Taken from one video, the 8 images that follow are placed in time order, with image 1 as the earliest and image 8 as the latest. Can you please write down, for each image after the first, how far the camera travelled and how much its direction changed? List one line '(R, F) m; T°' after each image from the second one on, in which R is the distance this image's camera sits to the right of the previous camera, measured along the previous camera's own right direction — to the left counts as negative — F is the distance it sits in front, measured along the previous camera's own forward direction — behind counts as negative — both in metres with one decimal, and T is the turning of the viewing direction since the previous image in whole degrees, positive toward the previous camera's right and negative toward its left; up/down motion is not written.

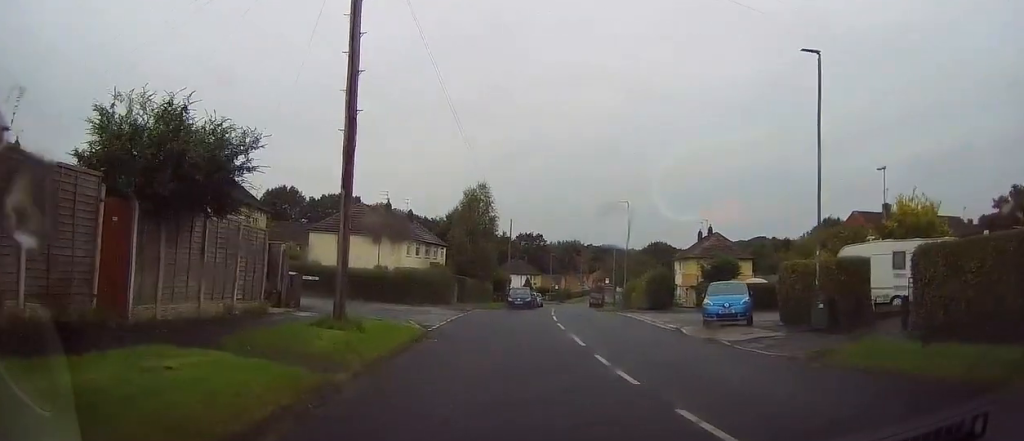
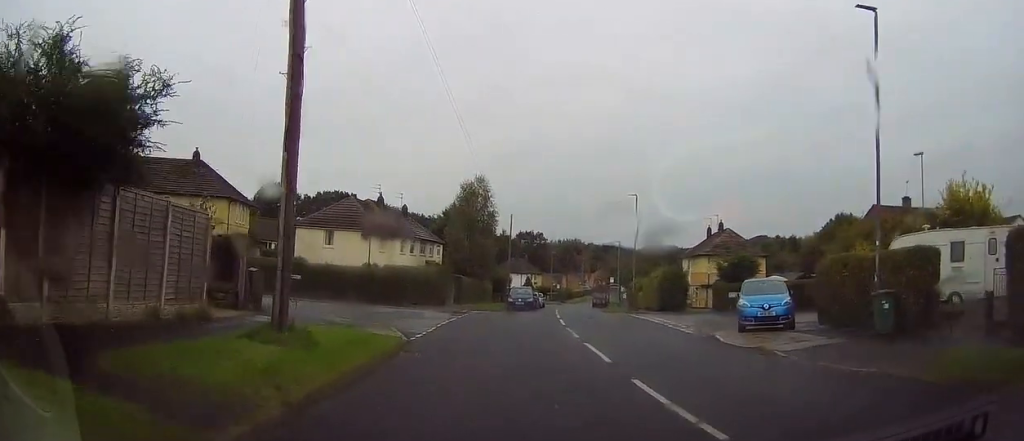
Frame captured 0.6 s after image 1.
(+0.1, +3.7) m; -1°
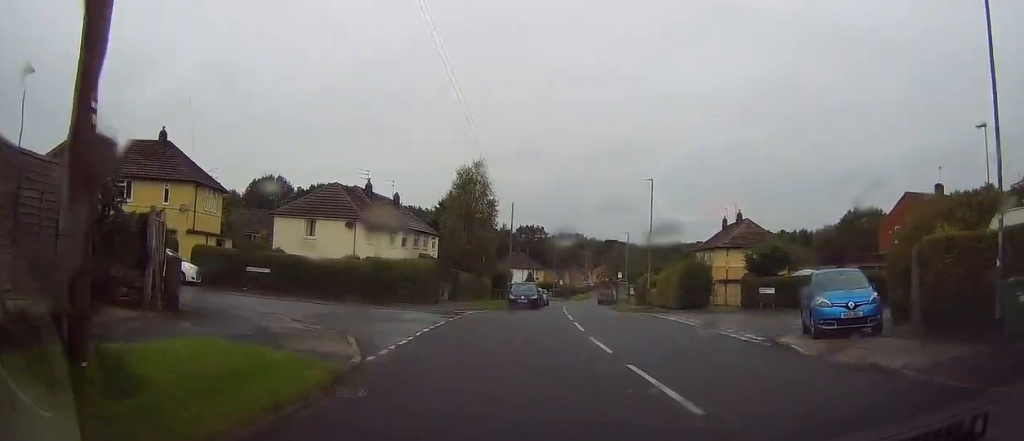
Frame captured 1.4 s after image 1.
(-0.2, +5.4) m; -4°
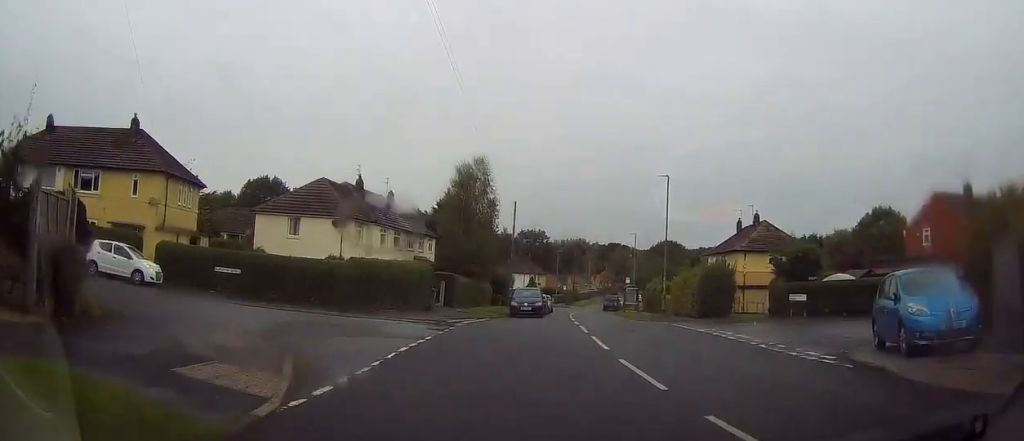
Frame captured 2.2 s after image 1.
(-0.1, +4.0) m; 0°
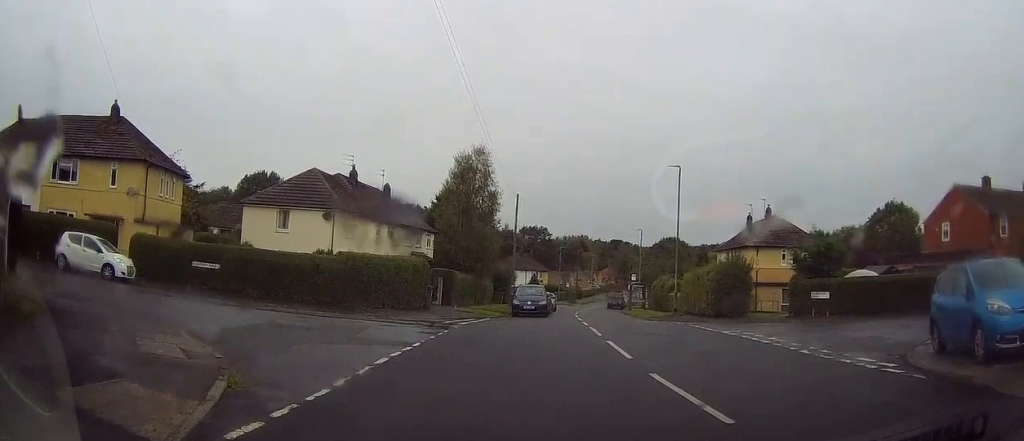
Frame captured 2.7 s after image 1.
(0.0, +2.5) m; +2°
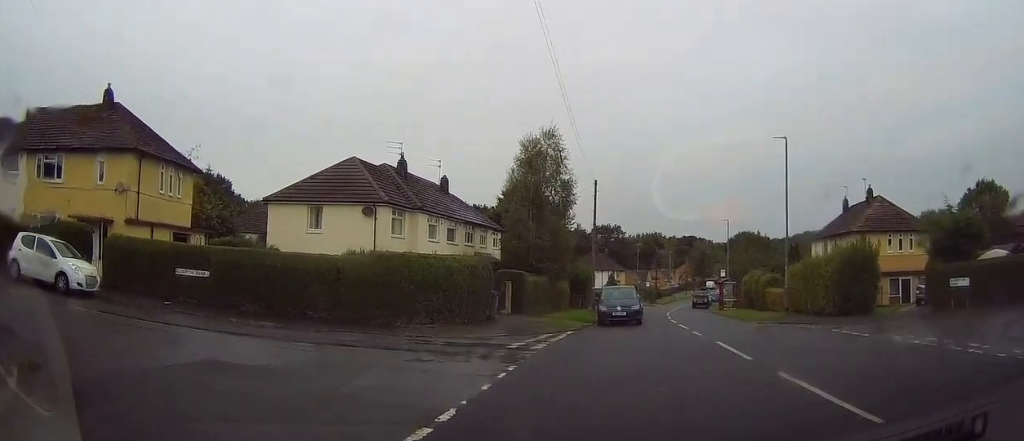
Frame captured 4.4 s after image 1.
(+0.6, +7.3) m; -4°
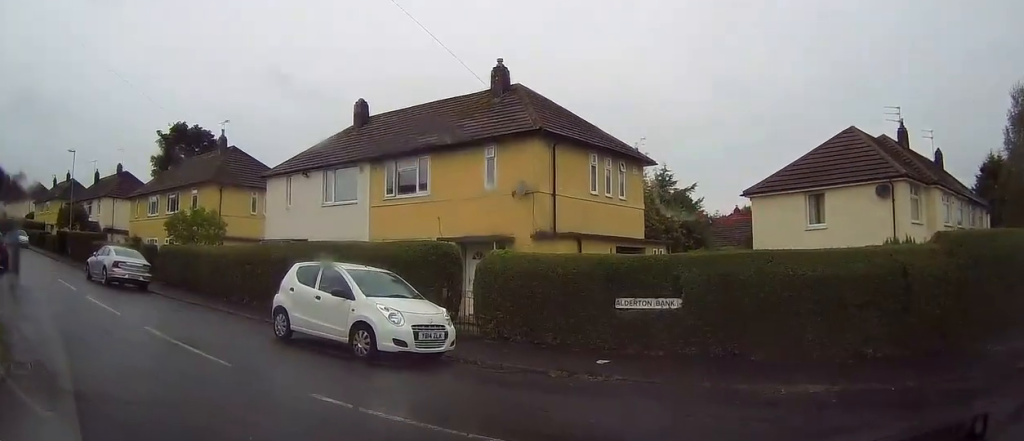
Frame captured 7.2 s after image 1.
(-2.4, +8.2) m; -44°
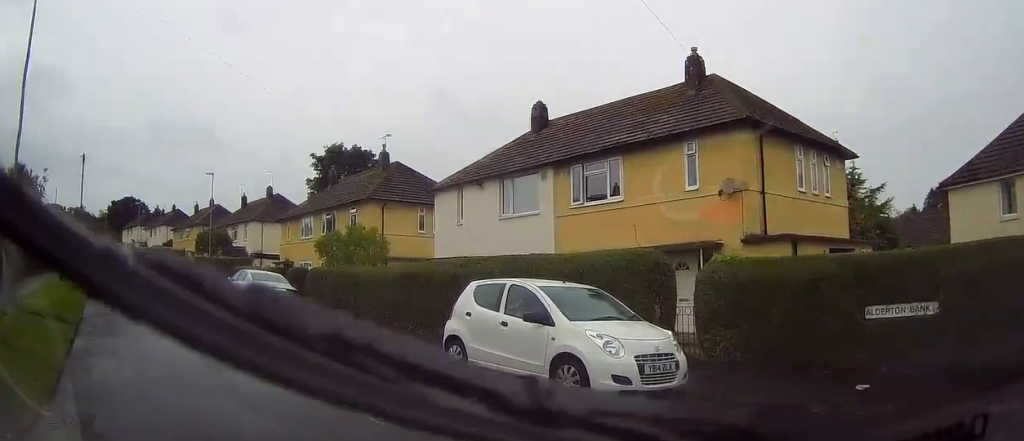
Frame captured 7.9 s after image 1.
(-0.5, +2.3) m; -16°
